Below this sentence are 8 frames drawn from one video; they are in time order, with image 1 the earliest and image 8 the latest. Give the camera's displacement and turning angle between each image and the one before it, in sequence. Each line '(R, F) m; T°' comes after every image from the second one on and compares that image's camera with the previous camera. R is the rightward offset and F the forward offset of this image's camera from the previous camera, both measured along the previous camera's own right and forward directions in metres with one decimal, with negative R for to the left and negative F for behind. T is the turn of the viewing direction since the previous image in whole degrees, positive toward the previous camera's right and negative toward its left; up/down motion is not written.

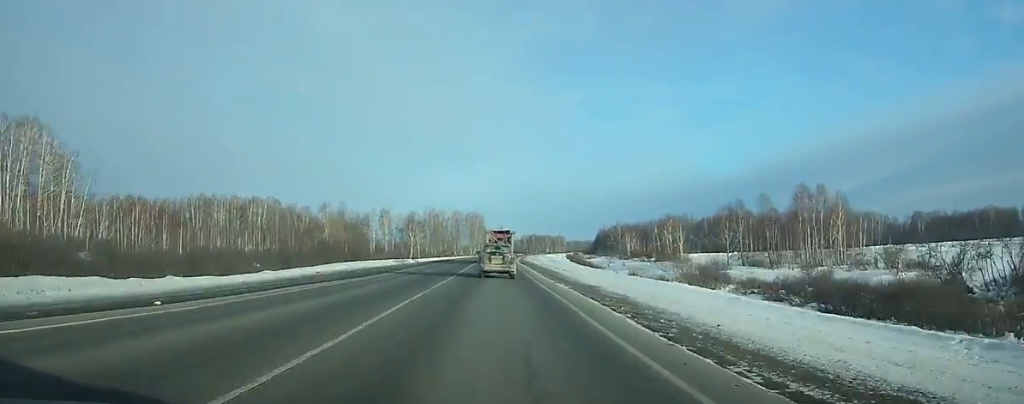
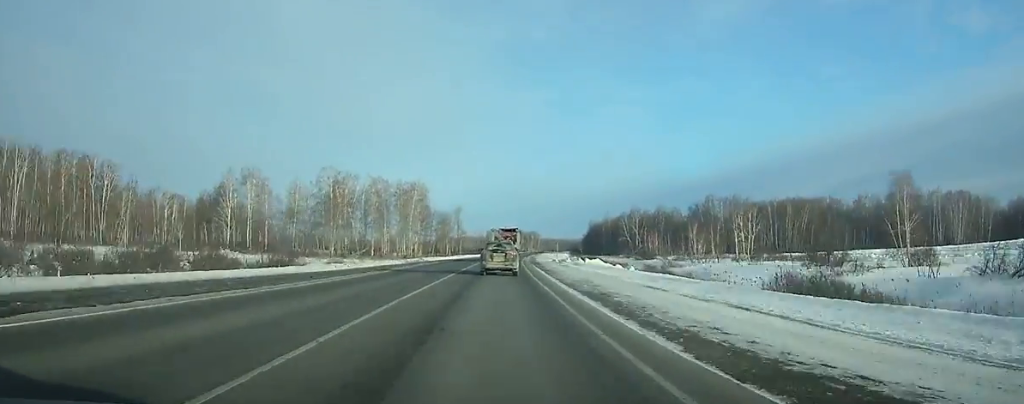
(+2.9, +136.5) m; +3°
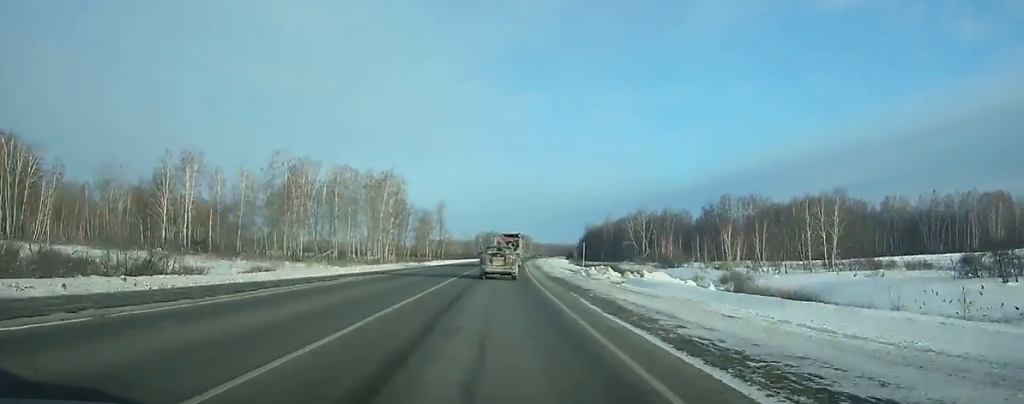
(+0.2, +31.2) m; +1°
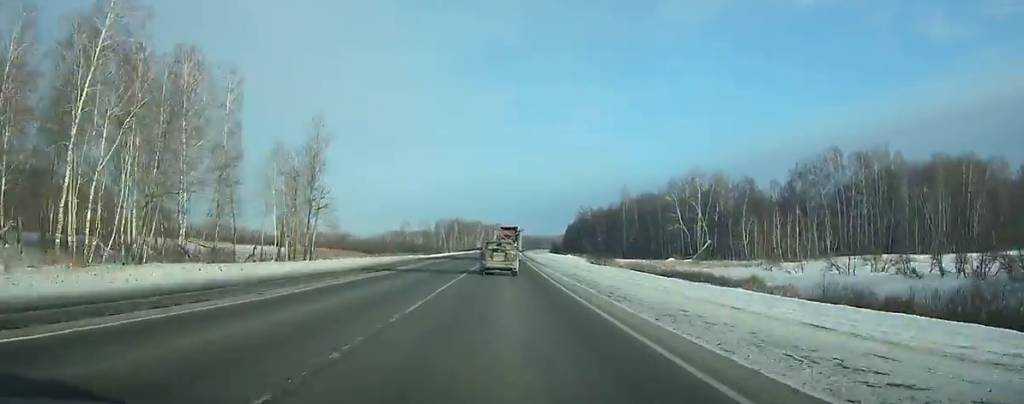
(+2.5, +97.1) m; +3°
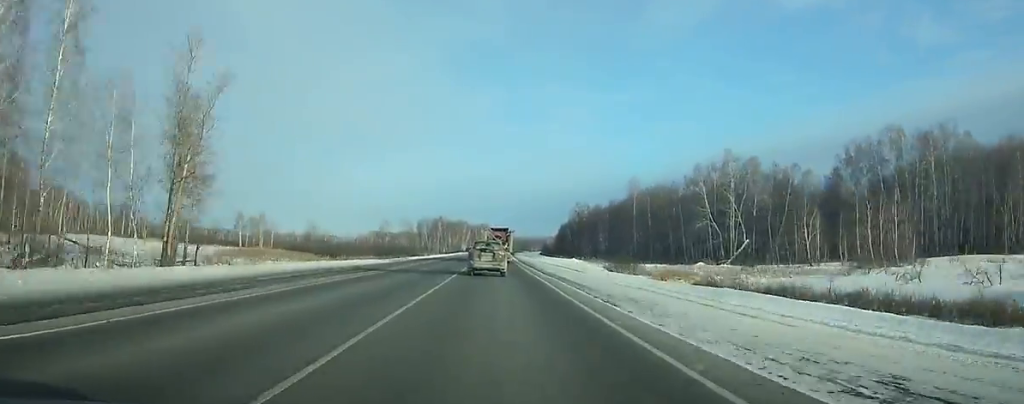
(+0.2, +29.6) m; +1°
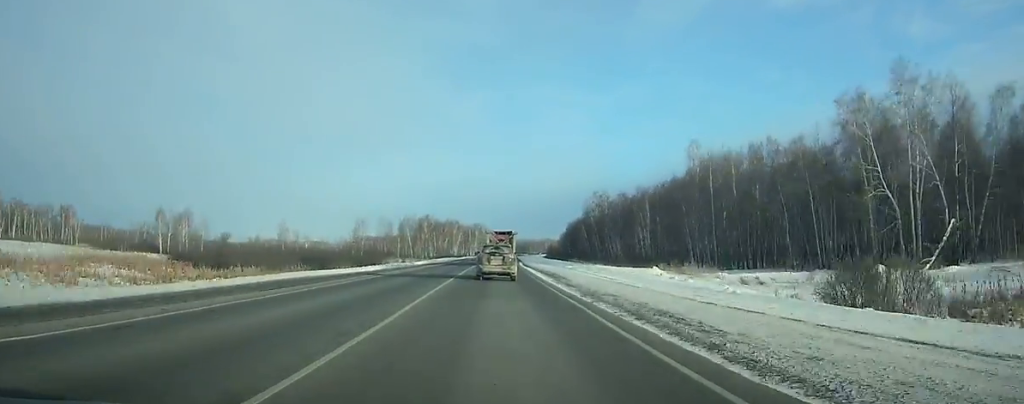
(+0.7, +57.2) m; +1°
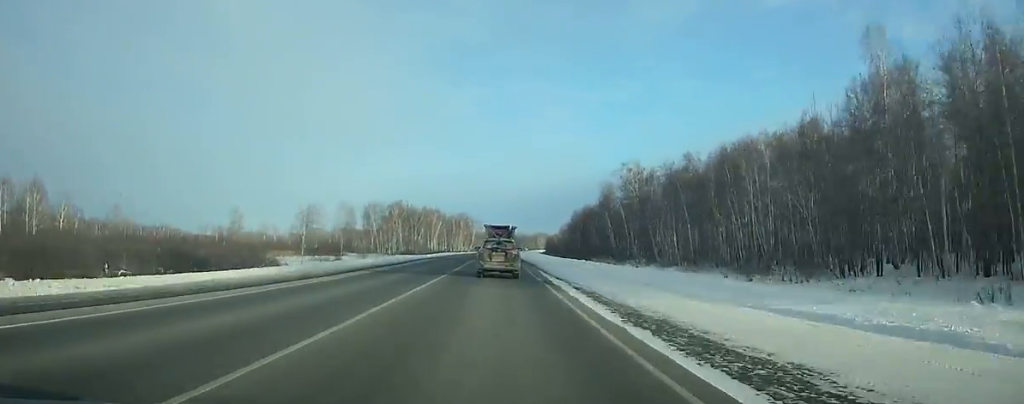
(+0.7, +61.9) m; +1°
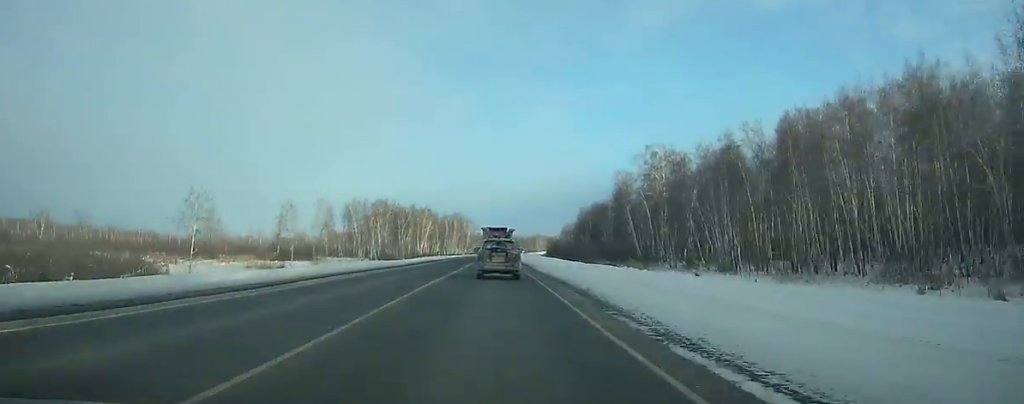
(+0.2, +27.5) m; 0°
